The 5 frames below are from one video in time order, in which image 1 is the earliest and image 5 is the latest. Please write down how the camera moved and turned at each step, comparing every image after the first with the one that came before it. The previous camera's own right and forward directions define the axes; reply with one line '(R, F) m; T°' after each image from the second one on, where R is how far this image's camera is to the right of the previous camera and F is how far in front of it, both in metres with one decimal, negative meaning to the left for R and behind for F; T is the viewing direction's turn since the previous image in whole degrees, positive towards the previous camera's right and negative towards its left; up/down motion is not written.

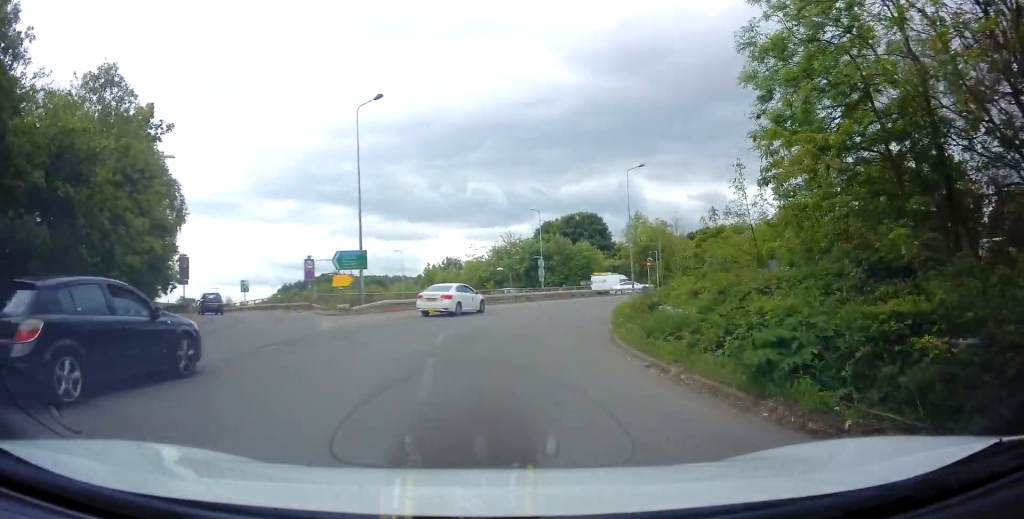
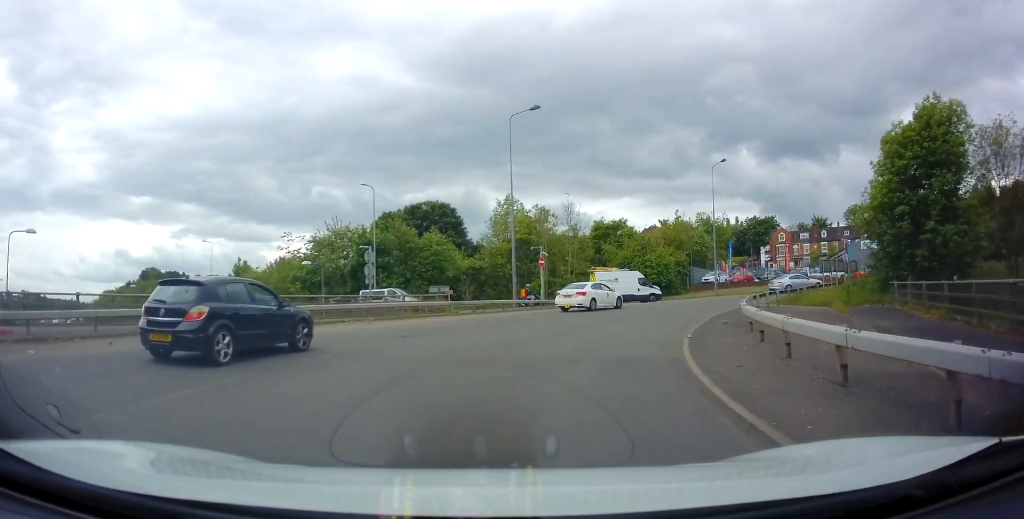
(+1.9, +20.8) m; +15°
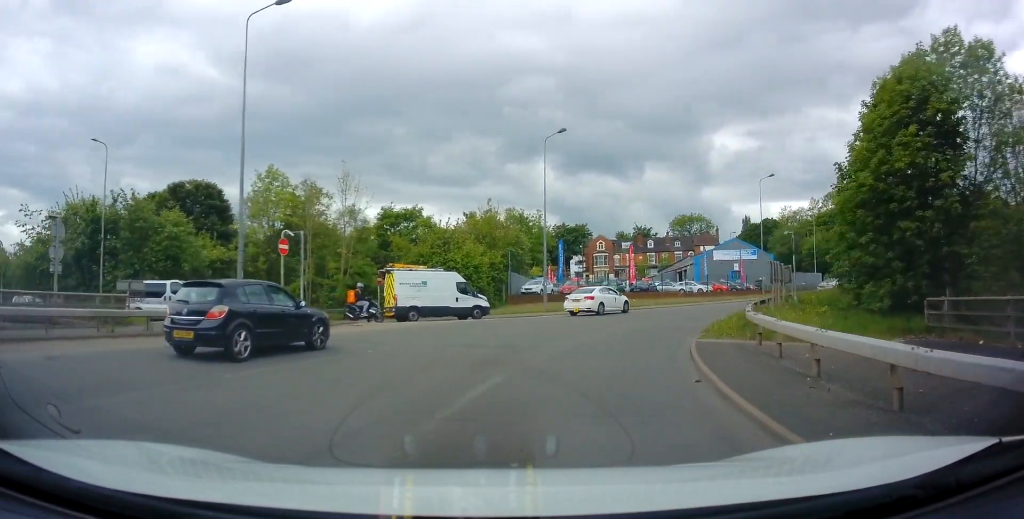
(+2.5, +14.1) m; +19°
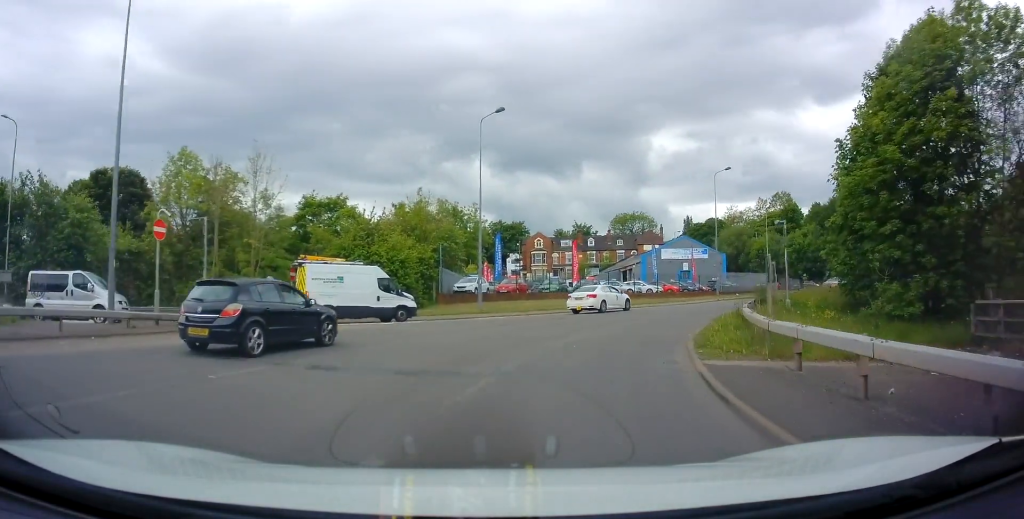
(+0.1, +4.4) m; +6°
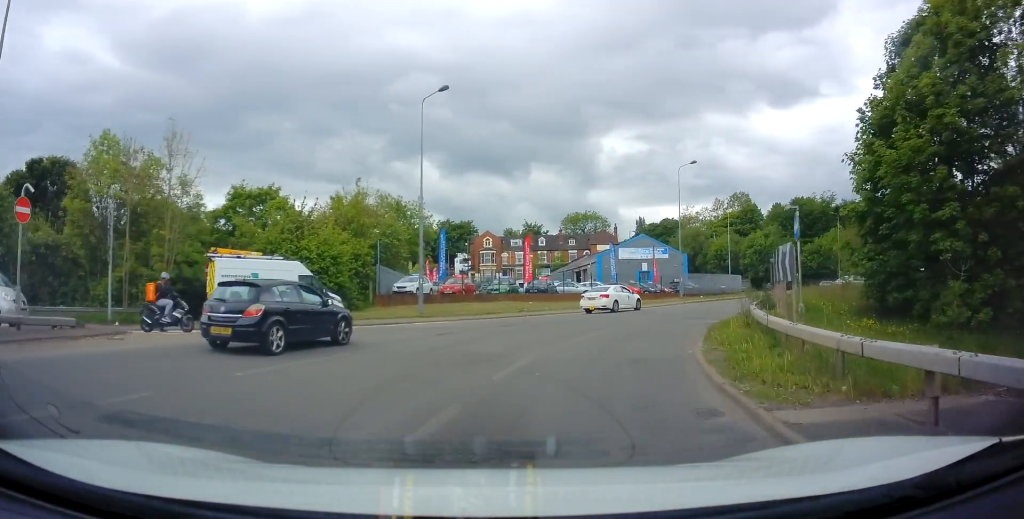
(+0.3, +4.1) m; +6°
